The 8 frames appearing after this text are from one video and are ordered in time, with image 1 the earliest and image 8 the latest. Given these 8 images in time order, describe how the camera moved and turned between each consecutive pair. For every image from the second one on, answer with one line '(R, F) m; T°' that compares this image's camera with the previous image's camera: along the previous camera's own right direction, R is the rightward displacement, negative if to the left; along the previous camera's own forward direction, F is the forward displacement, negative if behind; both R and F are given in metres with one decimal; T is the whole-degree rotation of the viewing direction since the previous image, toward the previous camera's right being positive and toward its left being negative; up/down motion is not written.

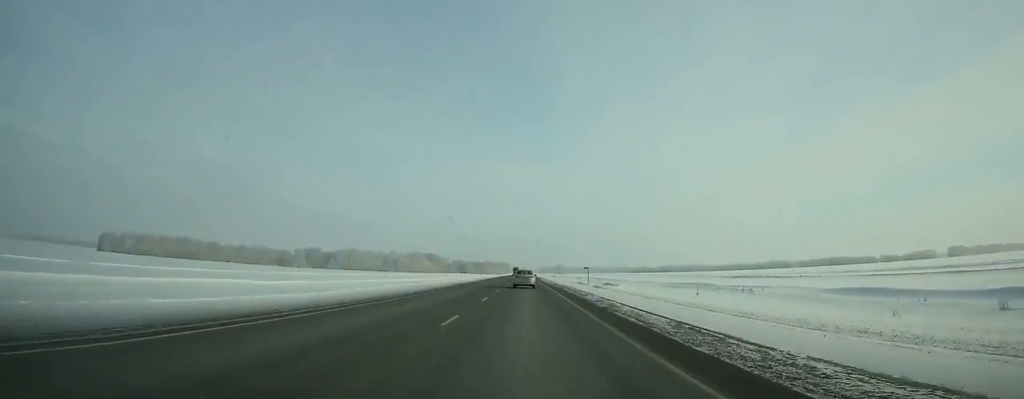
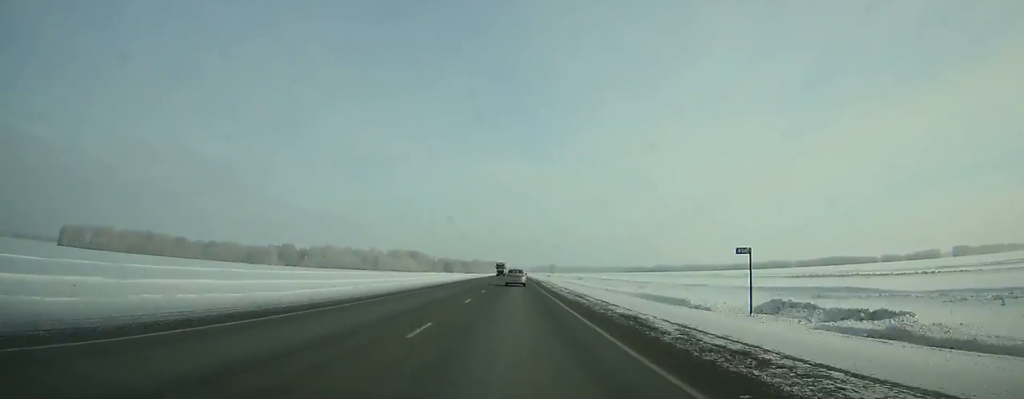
(0.0, +51.3) m; 0°
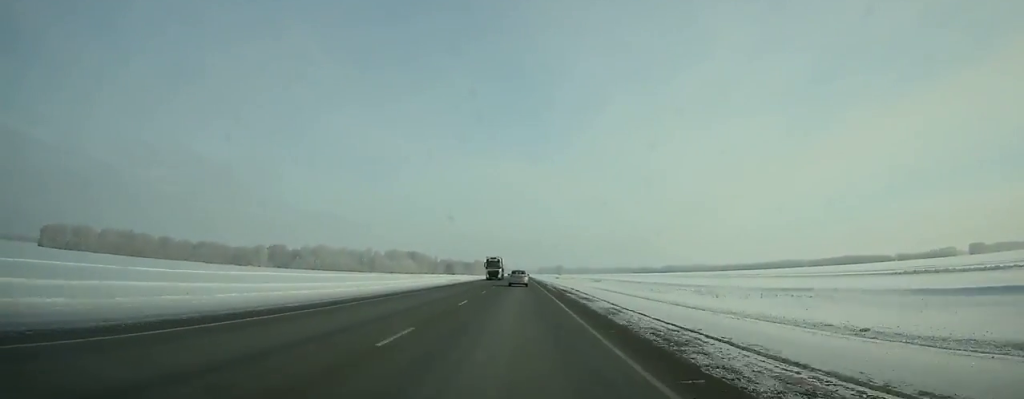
(-0.1, +37.9) m; 0°
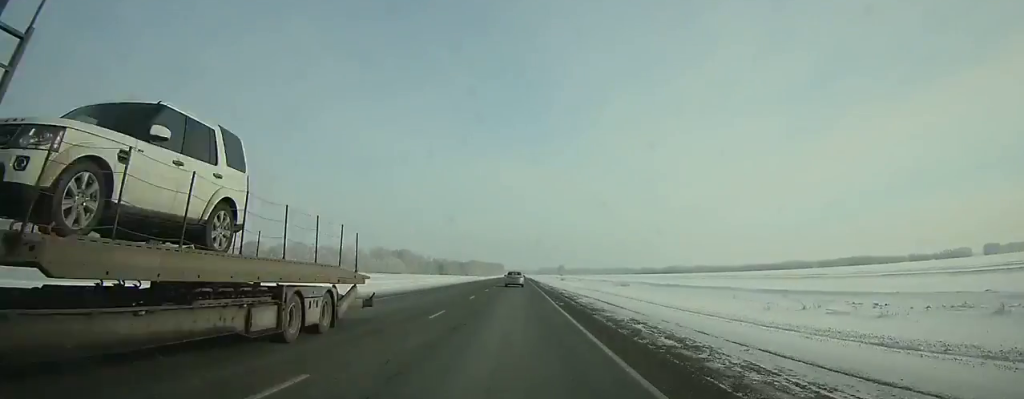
(0.0, +54.6) m; 0°
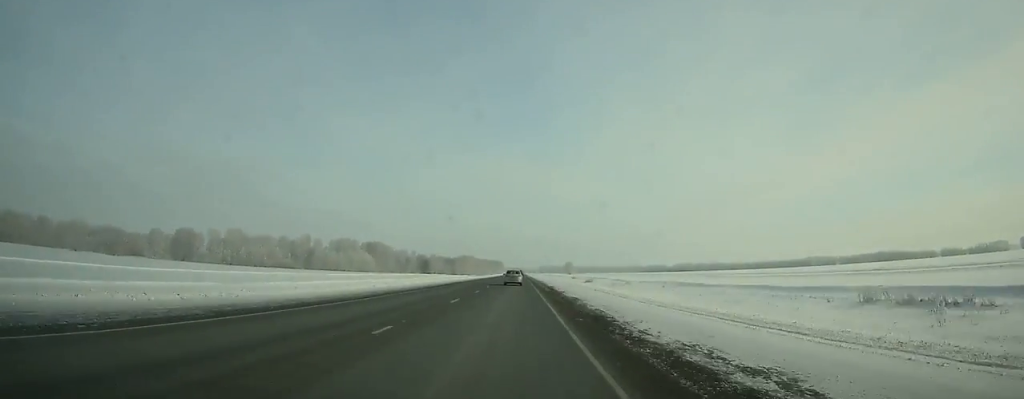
(-0.3, +113.1) m; 0°
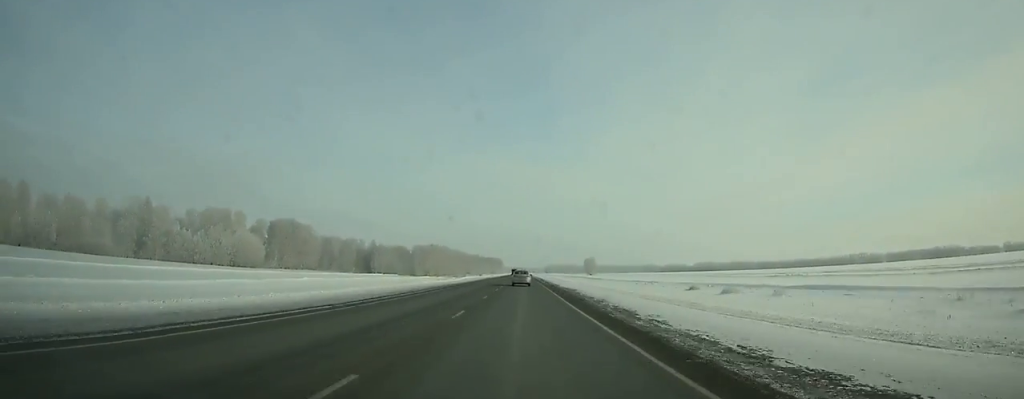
(+0.1, +189.4) m; 0°
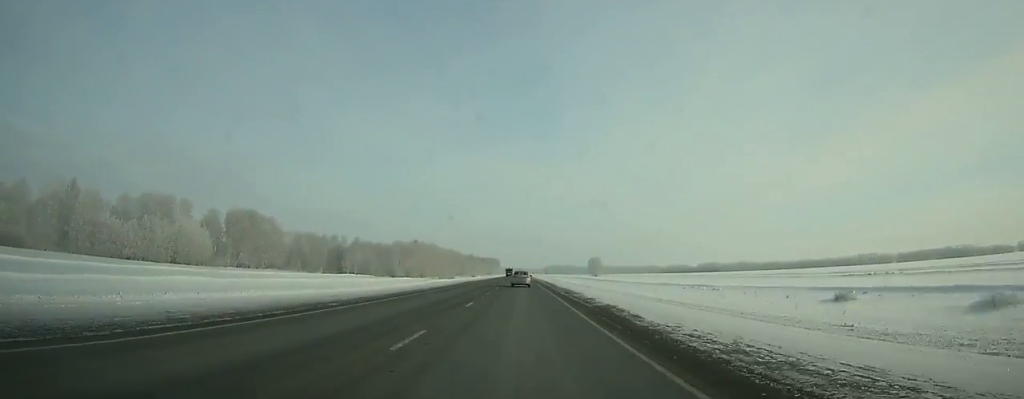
(+0.1, +43.5) m; 0°
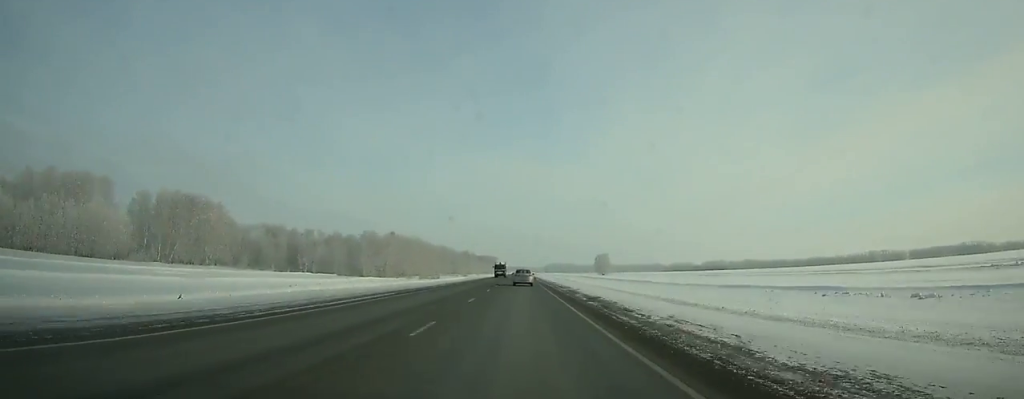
(+0.1, +46.4) m; 0°
